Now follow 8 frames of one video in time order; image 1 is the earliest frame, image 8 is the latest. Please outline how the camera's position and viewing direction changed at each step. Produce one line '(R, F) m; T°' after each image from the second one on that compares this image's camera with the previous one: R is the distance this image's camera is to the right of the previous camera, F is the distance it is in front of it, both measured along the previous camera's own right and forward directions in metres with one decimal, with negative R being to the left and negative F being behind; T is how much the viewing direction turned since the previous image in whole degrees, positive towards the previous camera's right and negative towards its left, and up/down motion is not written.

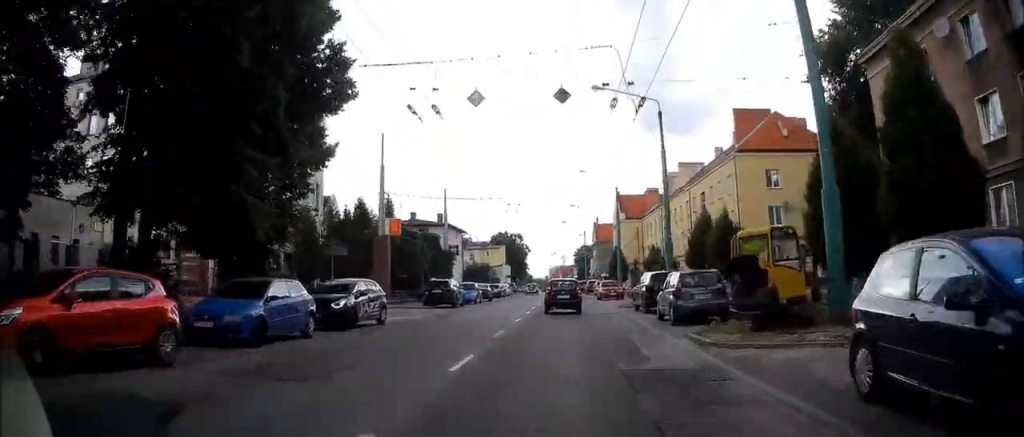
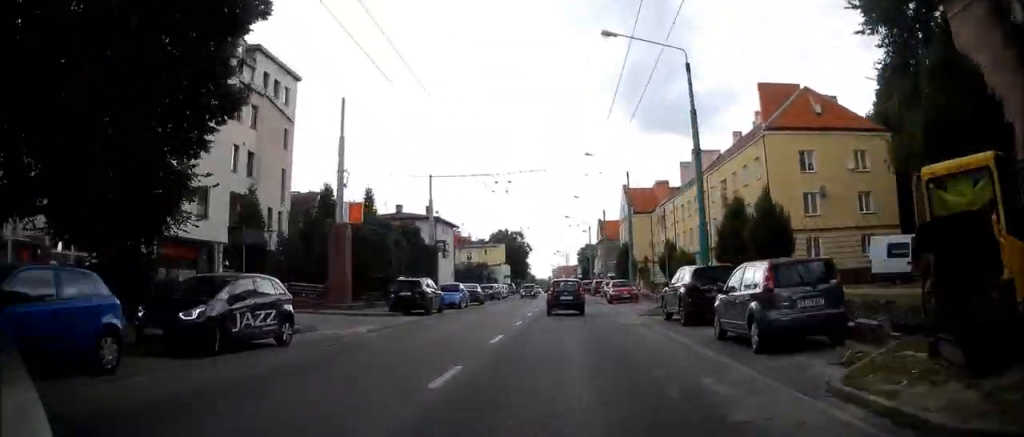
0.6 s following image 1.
(0.0, +7.0) m; +1°
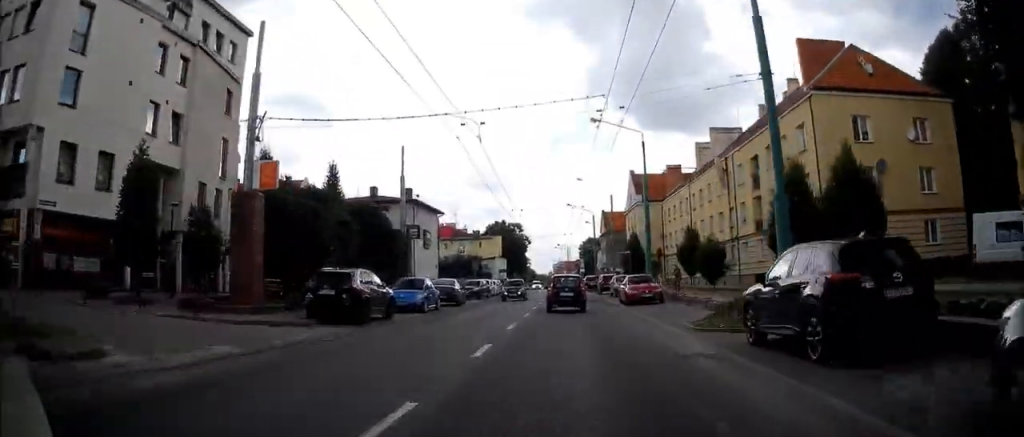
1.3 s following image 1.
(+0.1, +8.2) m; +1°
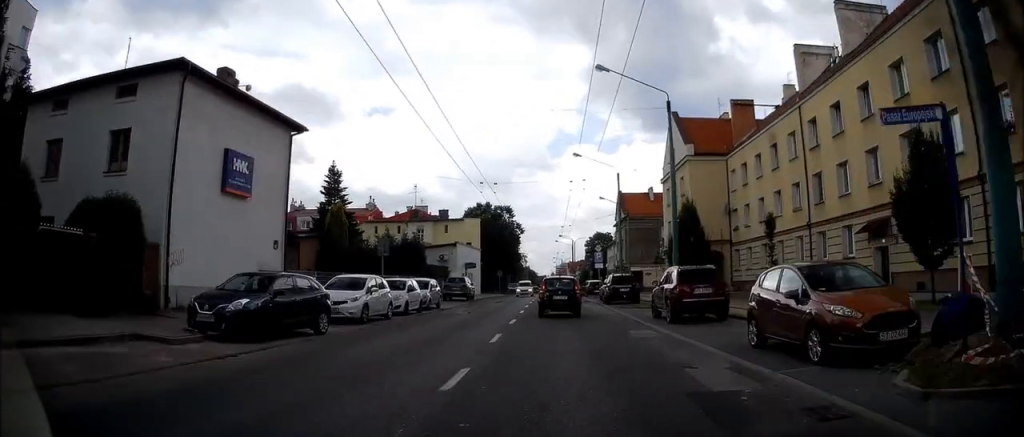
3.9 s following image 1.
(+0.6, +30.4) m; 0°
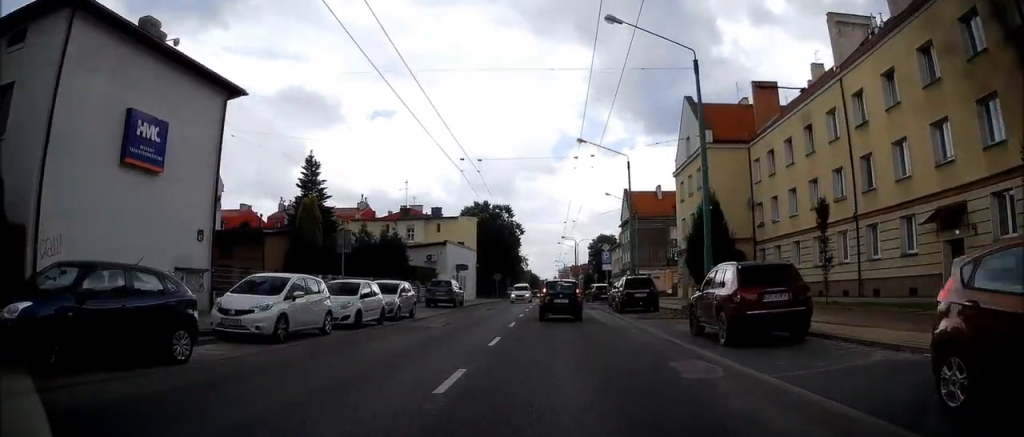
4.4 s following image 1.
(-0.2, +5.9) m; -1°
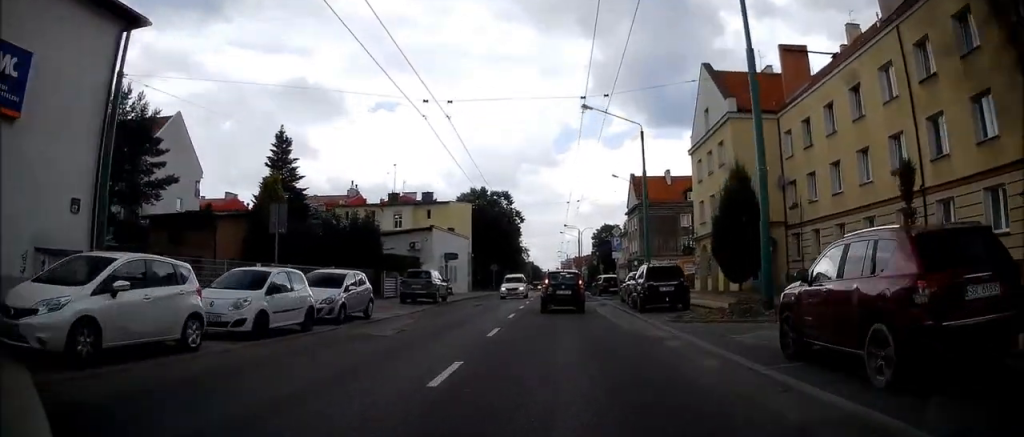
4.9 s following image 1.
(-0.1, +6.2) m; -1°
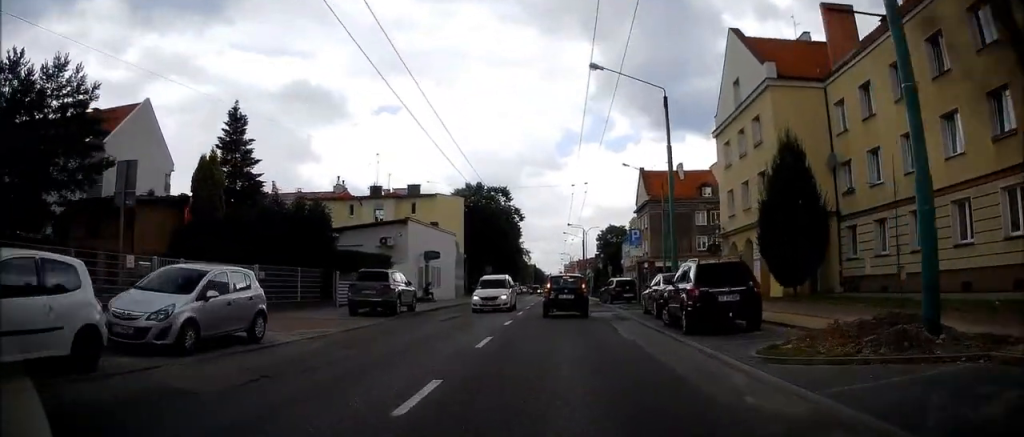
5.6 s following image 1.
(+0.1, +7.5) m; -1°
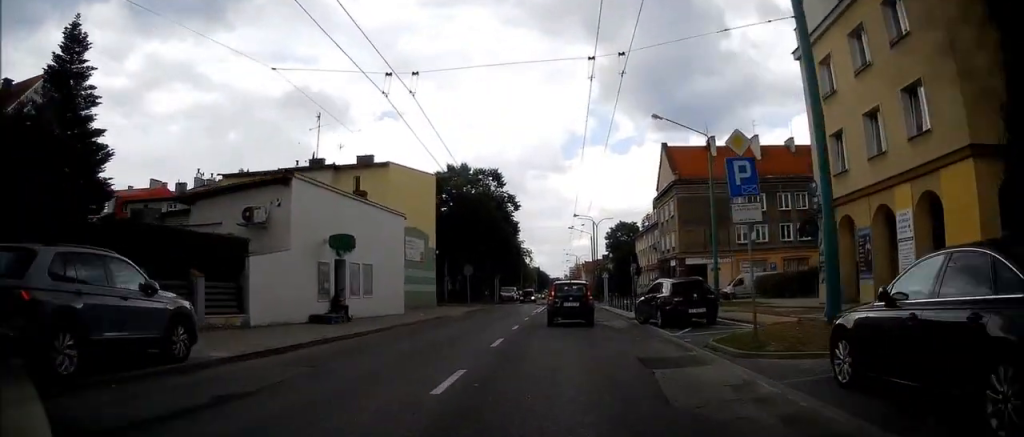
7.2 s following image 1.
(-0.3, +16.7) m; -1°
